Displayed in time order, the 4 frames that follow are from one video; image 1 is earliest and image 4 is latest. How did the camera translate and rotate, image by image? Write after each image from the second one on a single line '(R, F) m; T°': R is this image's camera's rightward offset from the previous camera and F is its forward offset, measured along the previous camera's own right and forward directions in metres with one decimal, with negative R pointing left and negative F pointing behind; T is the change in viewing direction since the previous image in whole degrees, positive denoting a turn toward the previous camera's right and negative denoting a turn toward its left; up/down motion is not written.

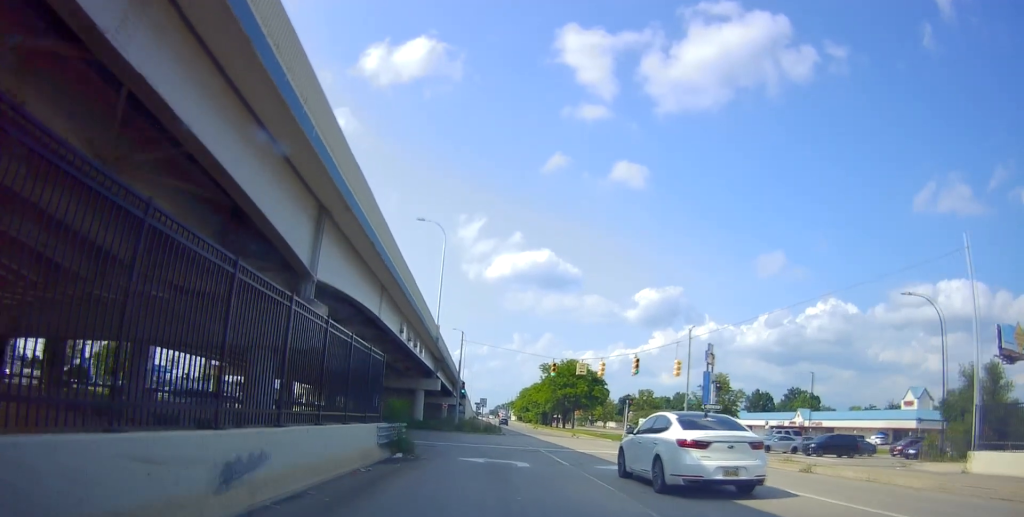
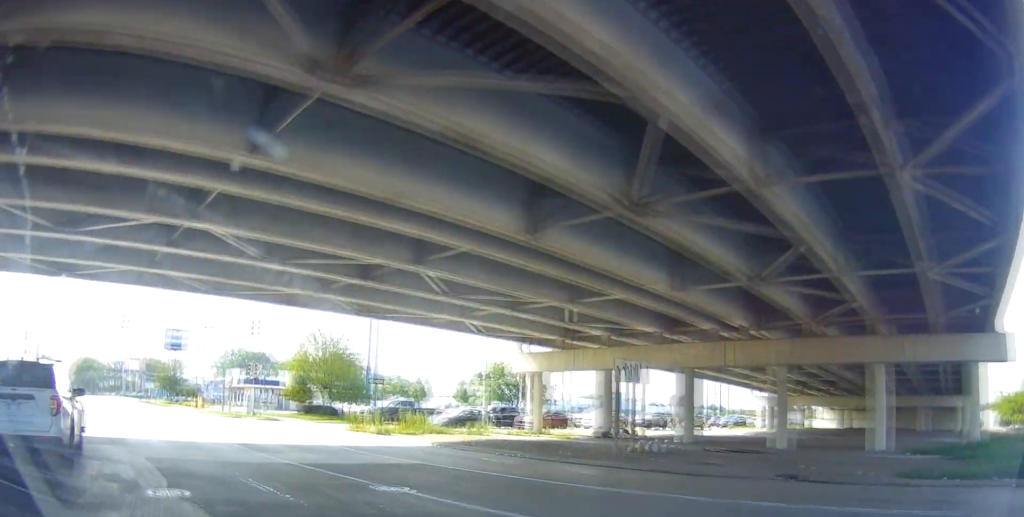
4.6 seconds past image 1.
(-5.8, +37.6) m; -30°
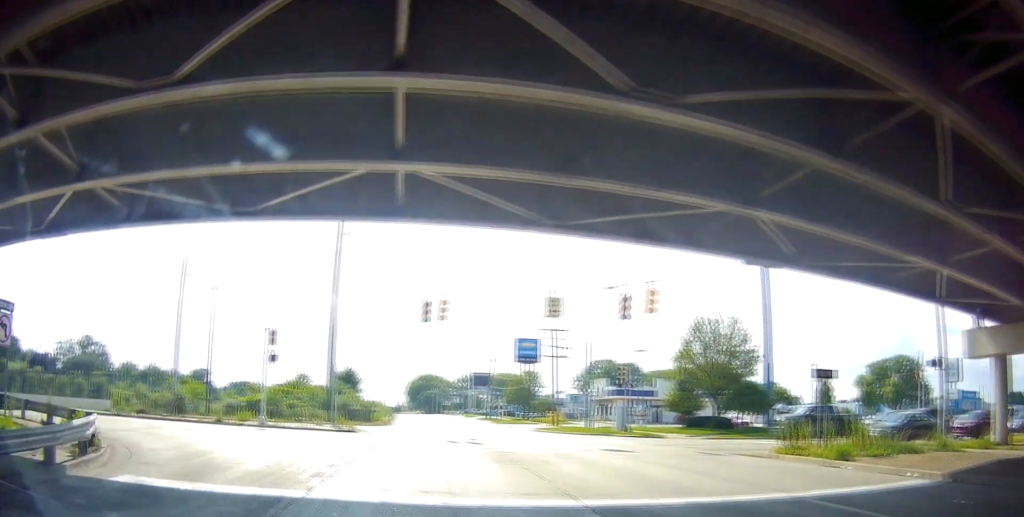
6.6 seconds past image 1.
(0.0, +12.0) m; +15°
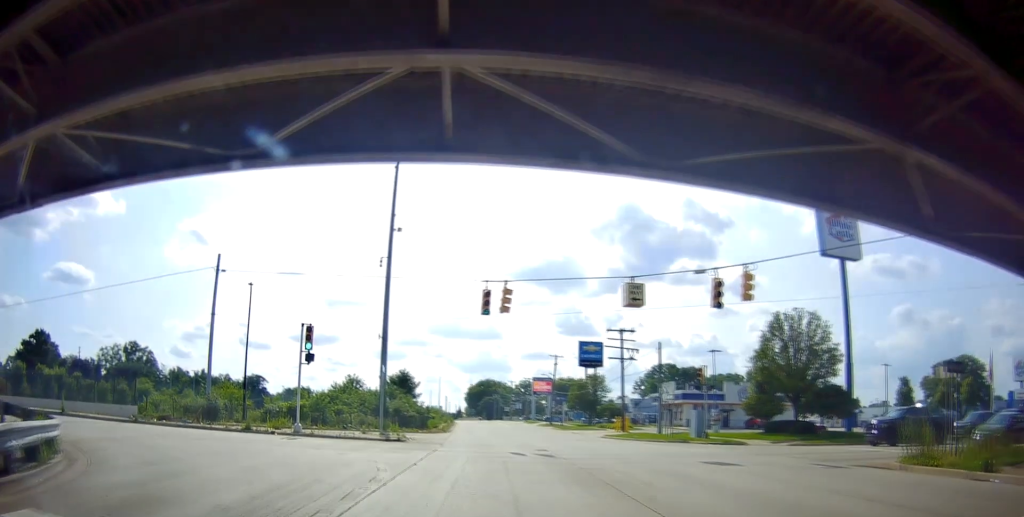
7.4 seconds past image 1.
(+0.7, +4.7) m; +3°
